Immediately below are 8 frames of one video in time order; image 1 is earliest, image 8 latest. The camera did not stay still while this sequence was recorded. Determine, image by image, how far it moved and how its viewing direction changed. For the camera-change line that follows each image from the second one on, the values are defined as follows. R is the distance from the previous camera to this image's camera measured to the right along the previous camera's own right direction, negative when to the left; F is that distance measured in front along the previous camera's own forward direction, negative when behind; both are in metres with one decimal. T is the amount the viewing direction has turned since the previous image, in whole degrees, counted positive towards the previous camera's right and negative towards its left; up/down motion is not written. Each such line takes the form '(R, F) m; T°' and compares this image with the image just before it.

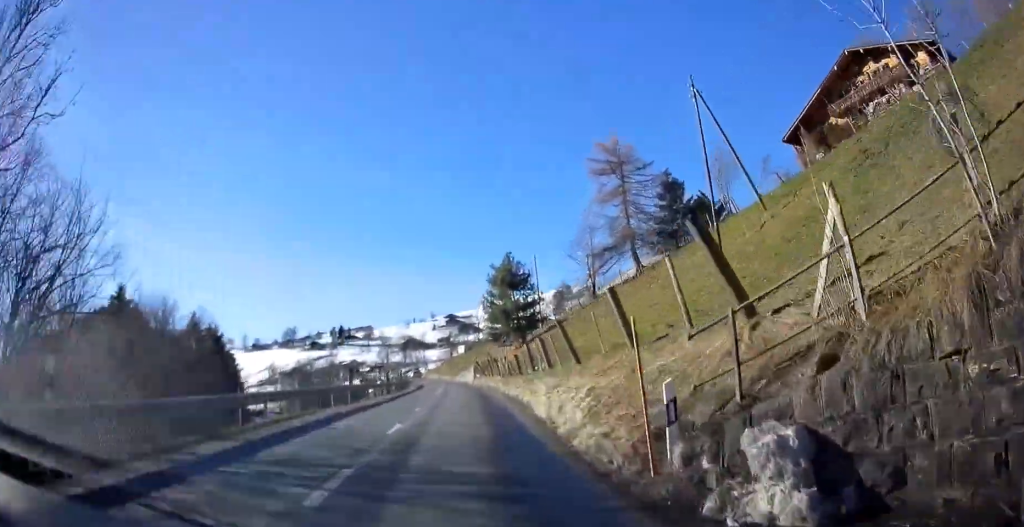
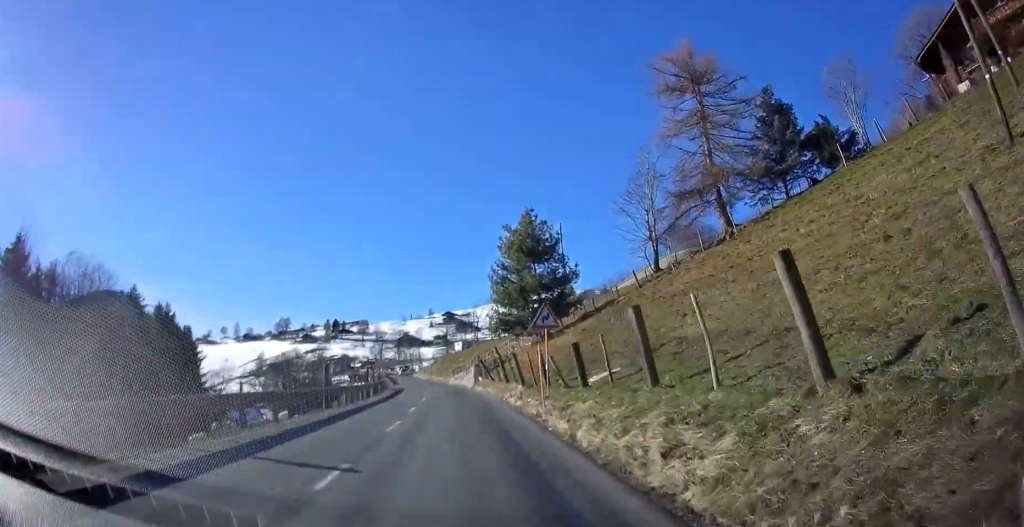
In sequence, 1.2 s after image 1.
(-0.3, +17.3) m; -1°
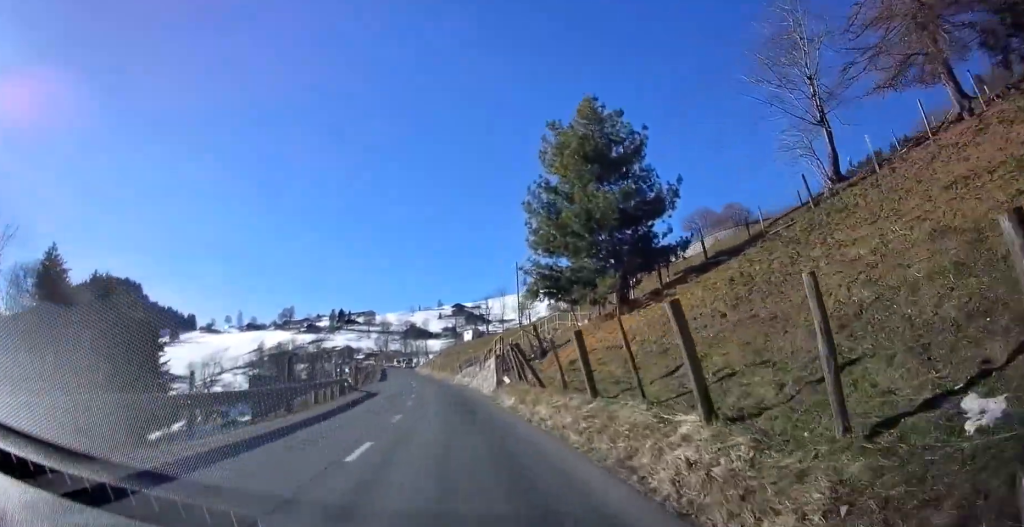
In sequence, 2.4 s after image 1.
(0.0, +18.8) m; -1°
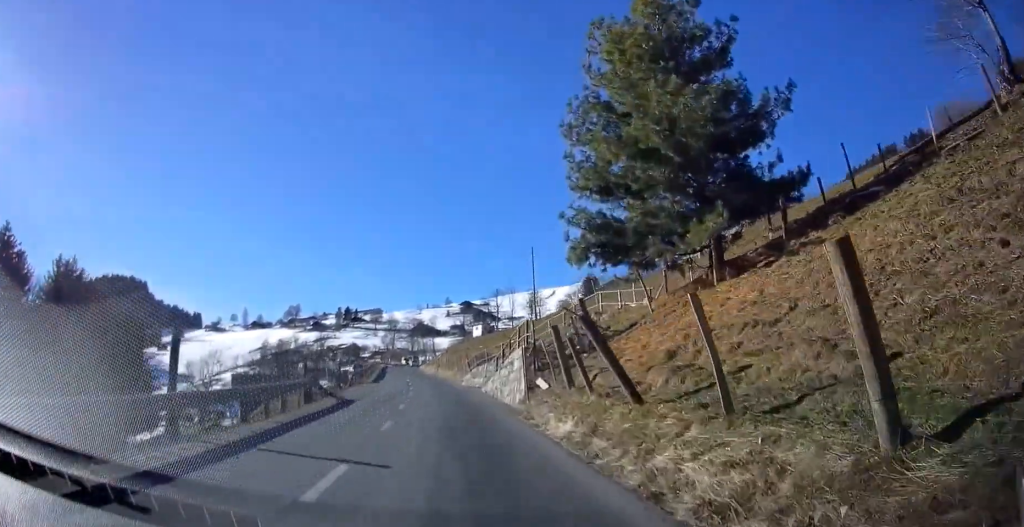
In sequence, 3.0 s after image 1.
(0.0, +8.9) m; -1°
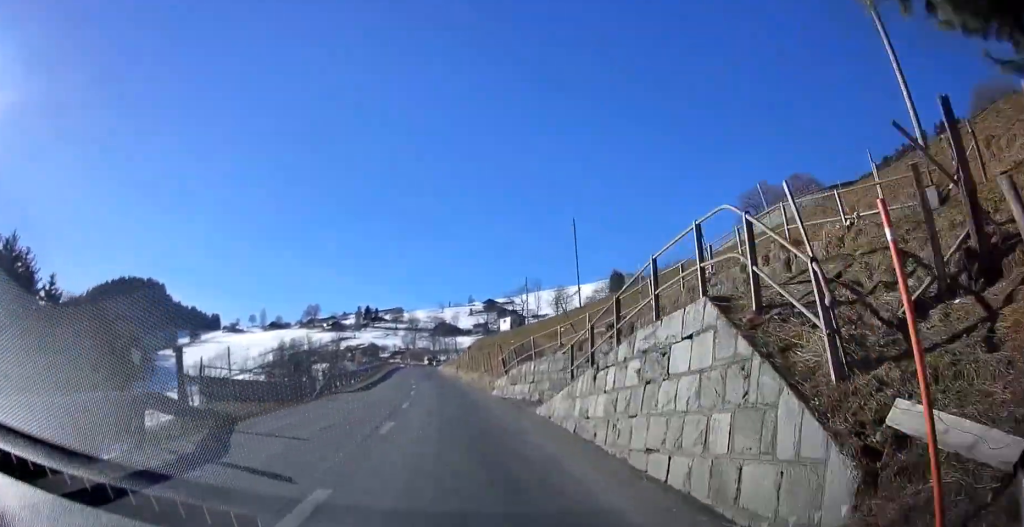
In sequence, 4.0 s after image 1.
(-0.3, +13.8) m; -1°
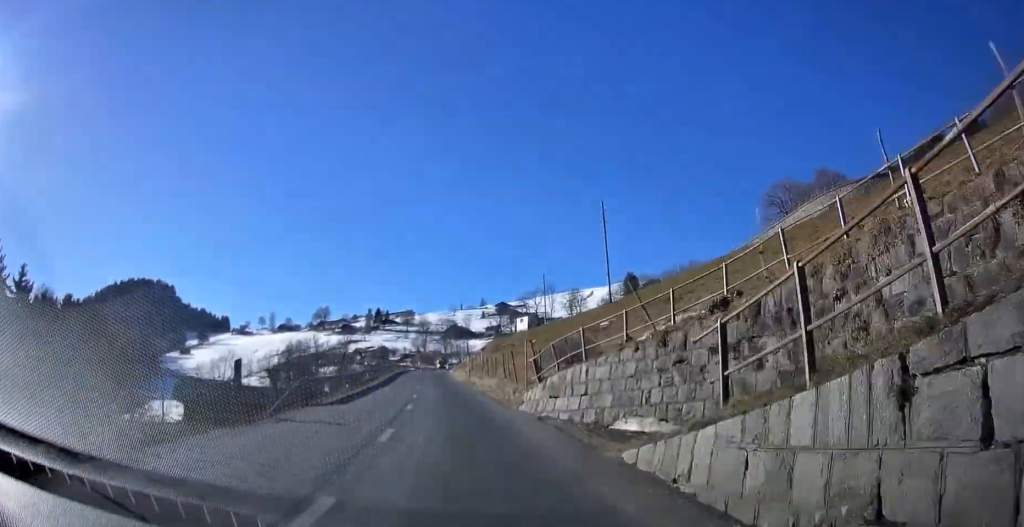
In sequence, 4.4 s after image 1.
(+0.2, +6.8) m; -1°
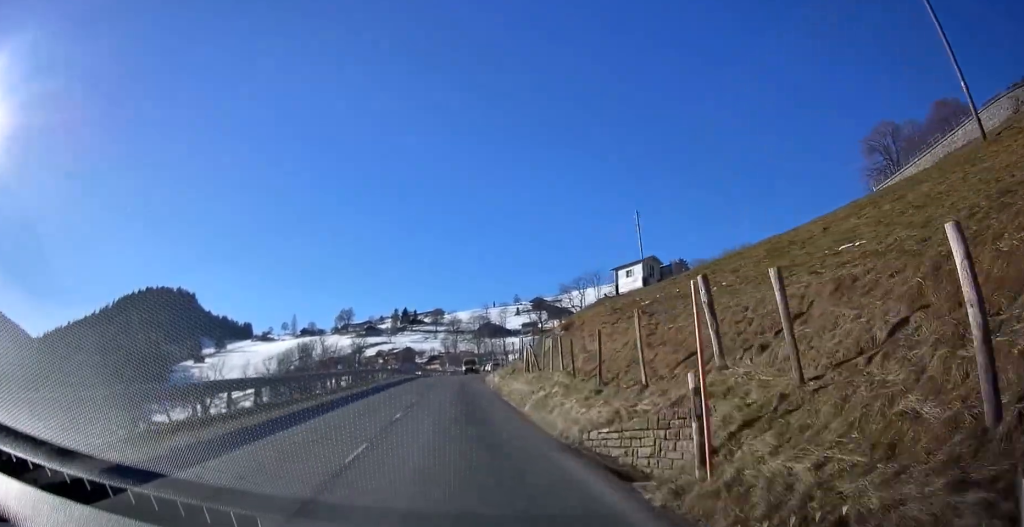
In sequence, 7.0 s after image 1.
(-1.7, +36.1) m; -3°
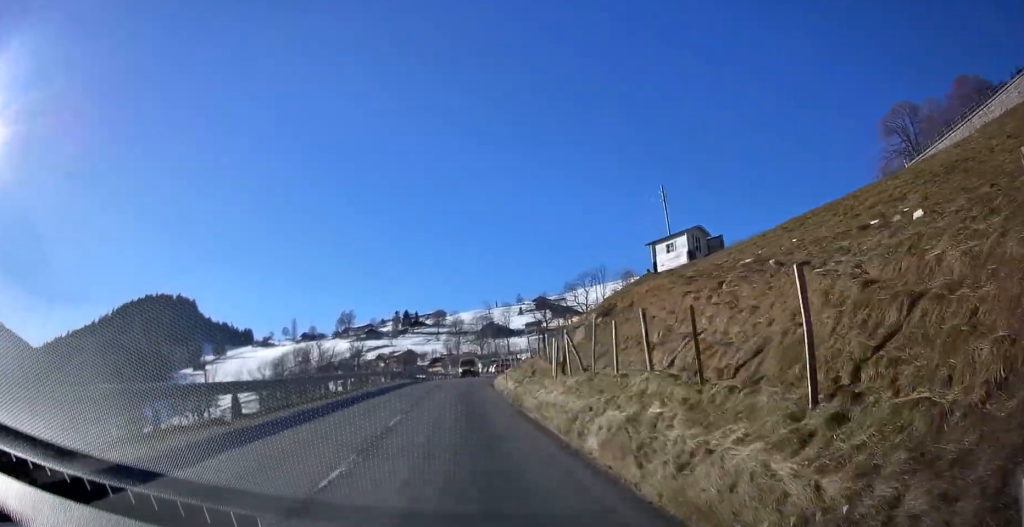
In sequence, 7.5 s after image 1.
(0.0, +7.8) m; 0°
